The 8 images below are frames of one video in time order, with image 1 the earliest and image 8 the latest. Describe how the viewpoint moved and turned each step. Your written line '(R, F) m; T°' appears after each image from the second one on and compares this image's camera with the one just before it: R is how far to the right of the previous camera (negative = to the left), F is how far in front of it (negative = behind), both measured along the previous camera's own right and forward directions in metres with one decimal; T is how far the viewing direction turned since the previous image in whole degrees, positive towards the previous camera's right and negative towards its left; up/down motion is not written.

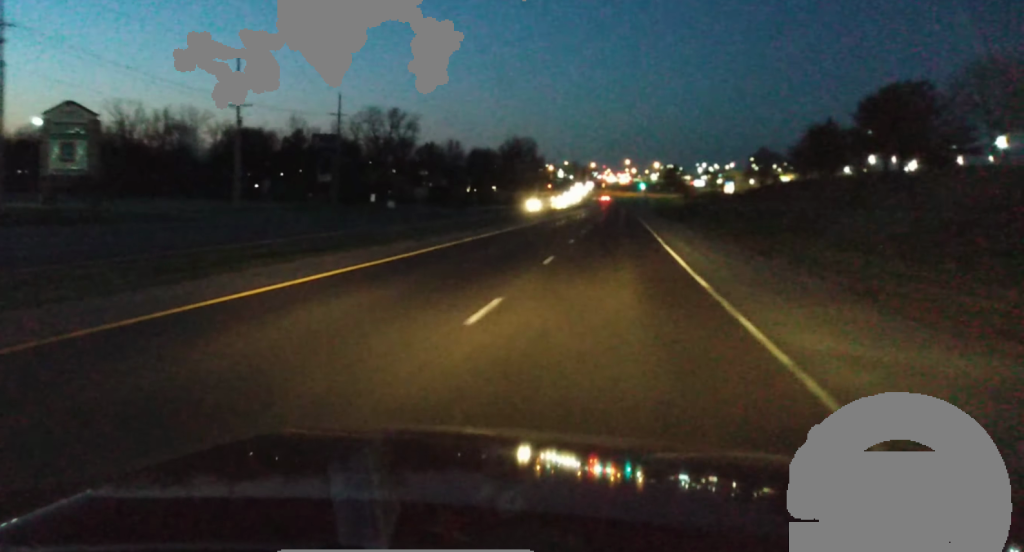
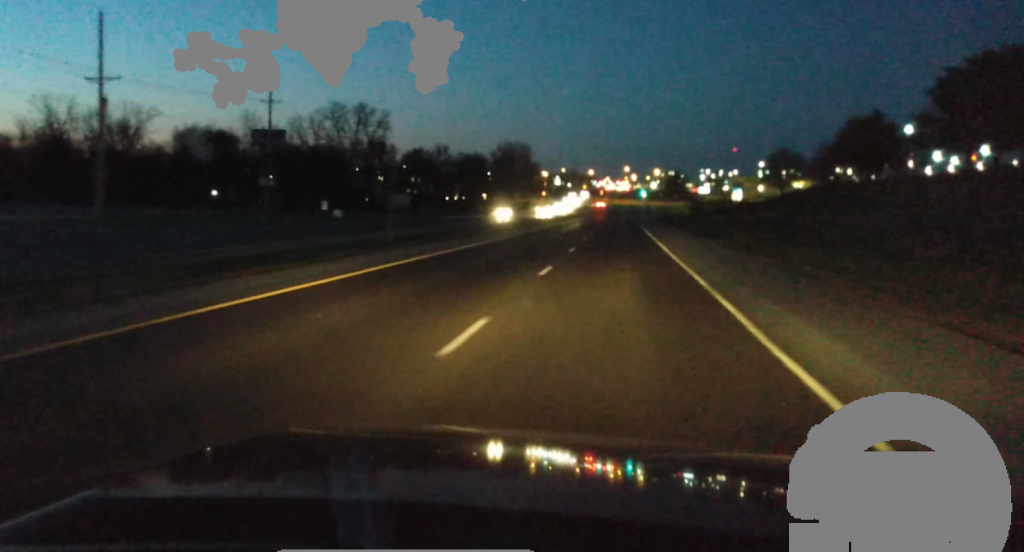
(+0.1, +27.3) m; 0°
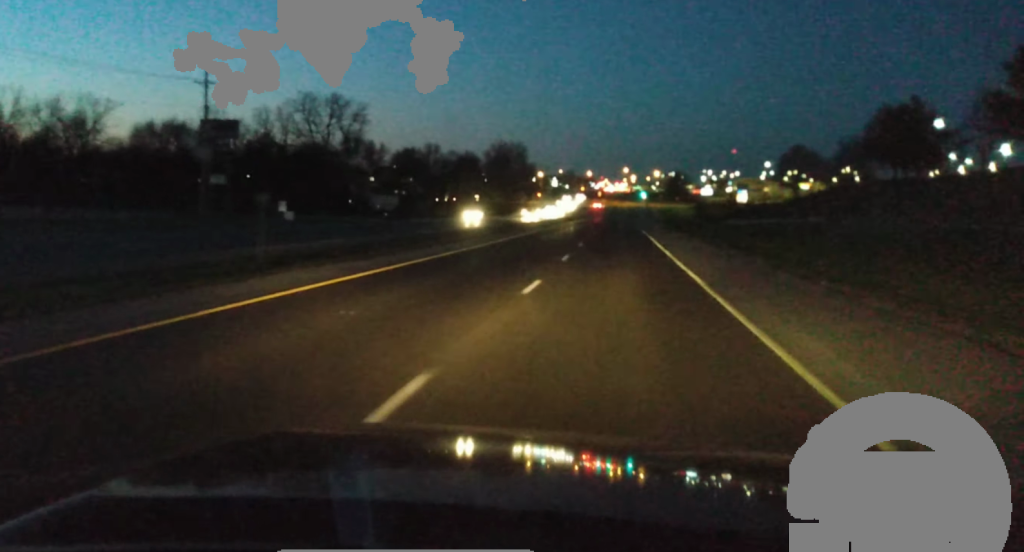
(0.0, +16.4) m; -1°
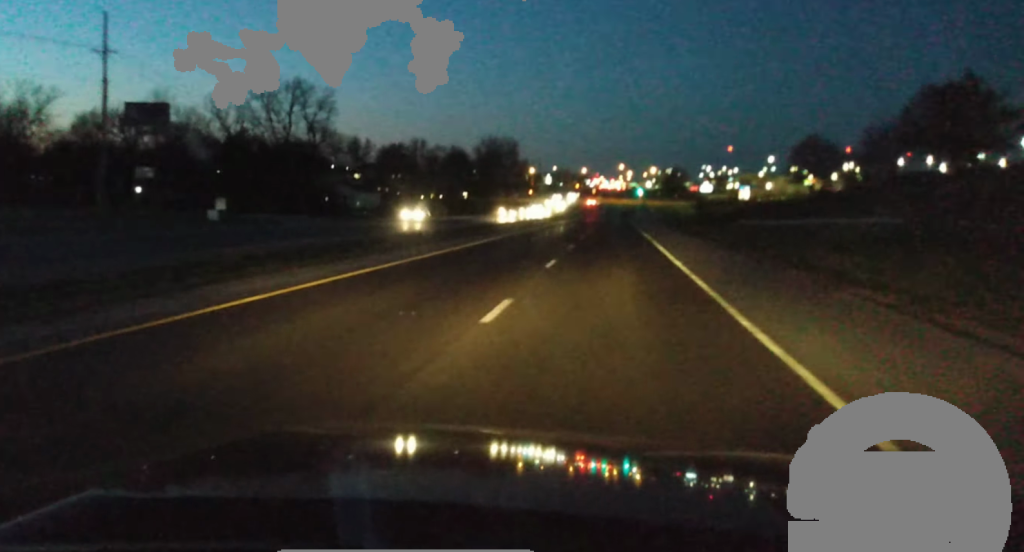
(-0.3, +16.5) m; -1°
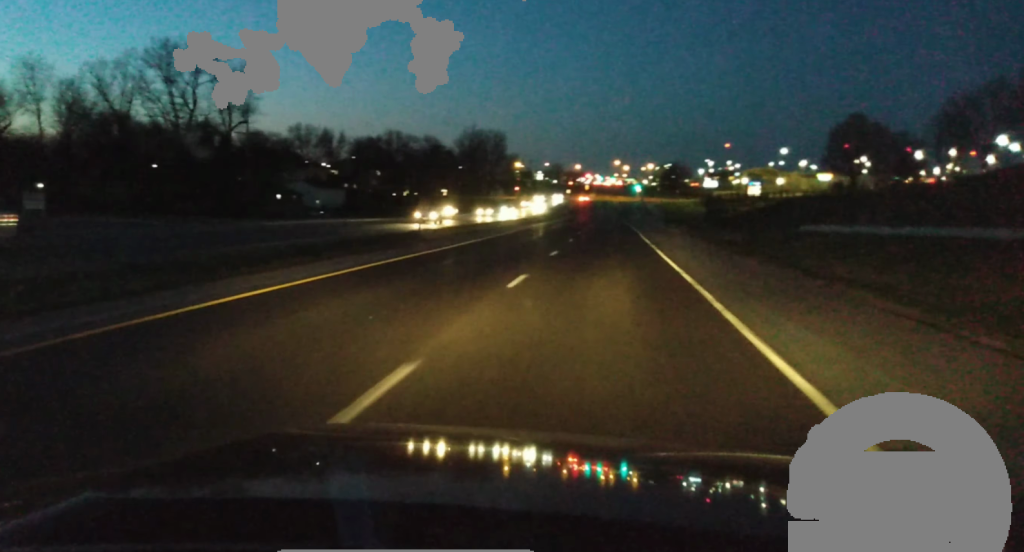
(+0.5, +30.7) m; +1°
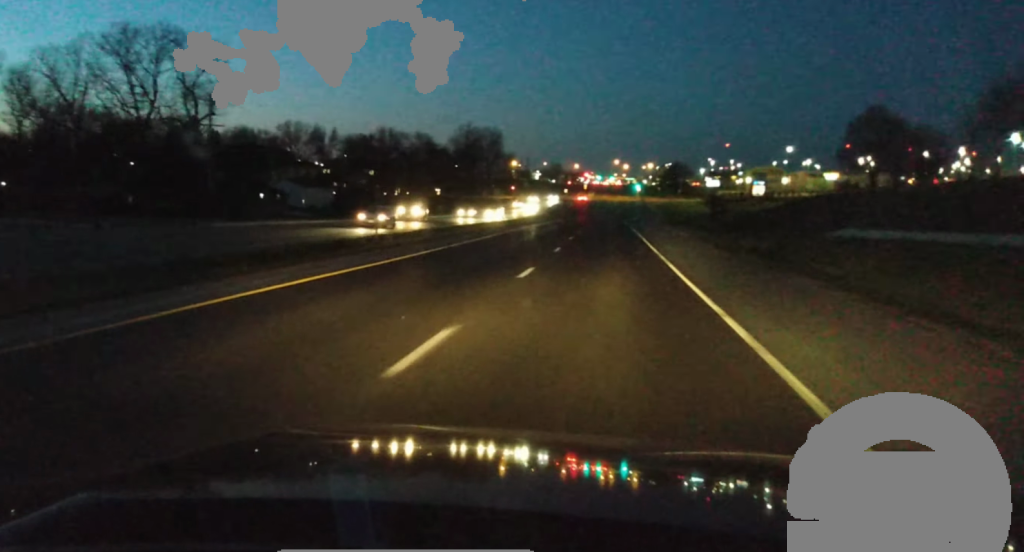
(-0.2, +9.6) m; 0°
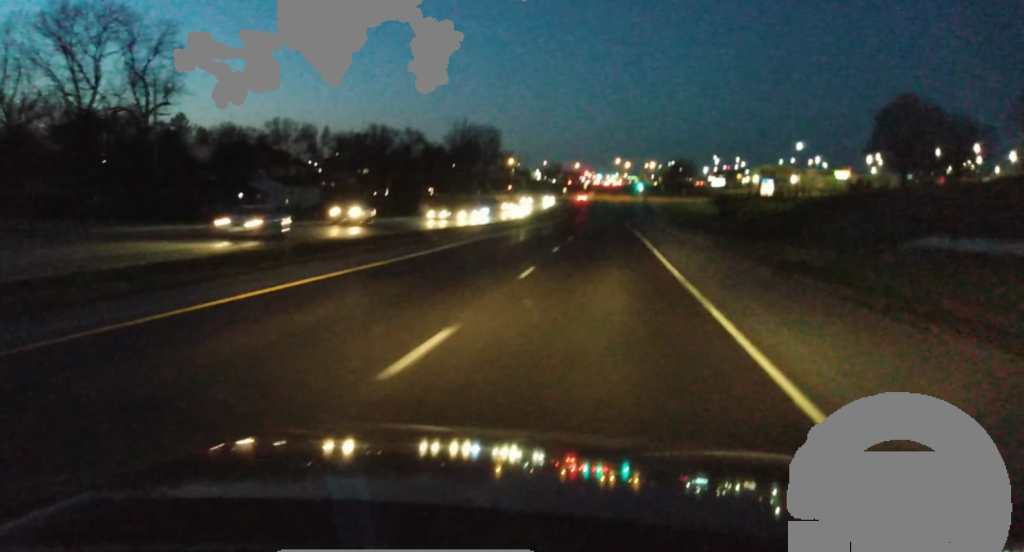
(-0.2, +12.2) m; 0°
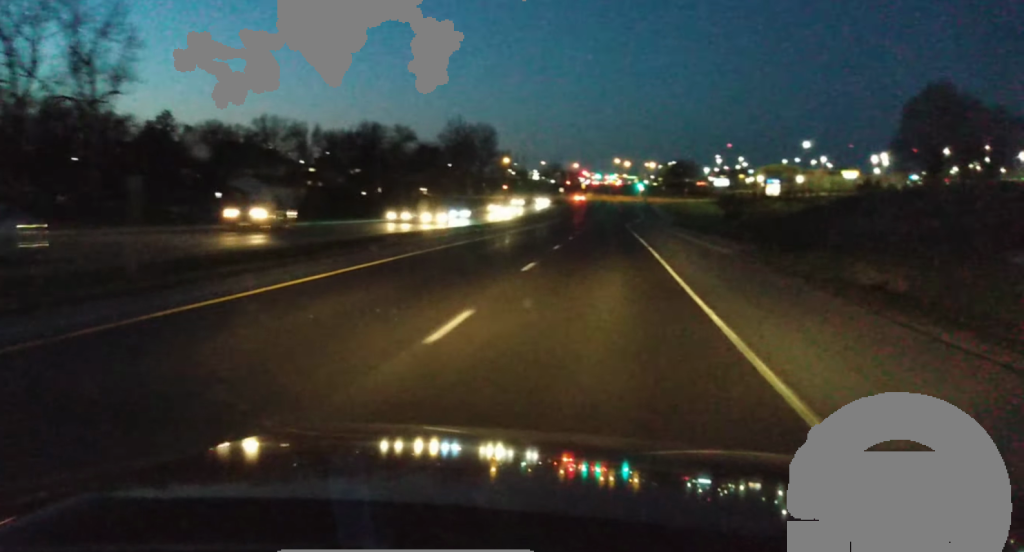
(+0.2, +10.4) m; 0°
